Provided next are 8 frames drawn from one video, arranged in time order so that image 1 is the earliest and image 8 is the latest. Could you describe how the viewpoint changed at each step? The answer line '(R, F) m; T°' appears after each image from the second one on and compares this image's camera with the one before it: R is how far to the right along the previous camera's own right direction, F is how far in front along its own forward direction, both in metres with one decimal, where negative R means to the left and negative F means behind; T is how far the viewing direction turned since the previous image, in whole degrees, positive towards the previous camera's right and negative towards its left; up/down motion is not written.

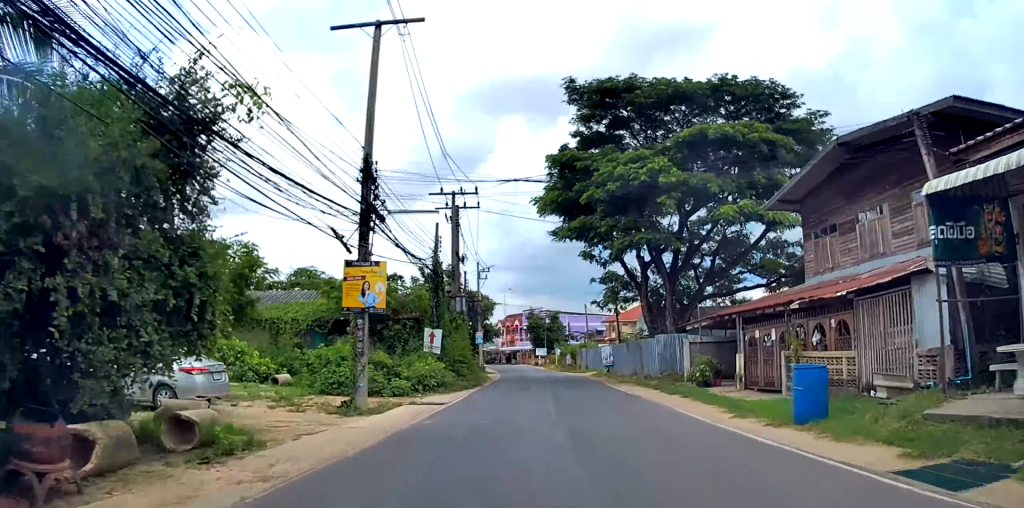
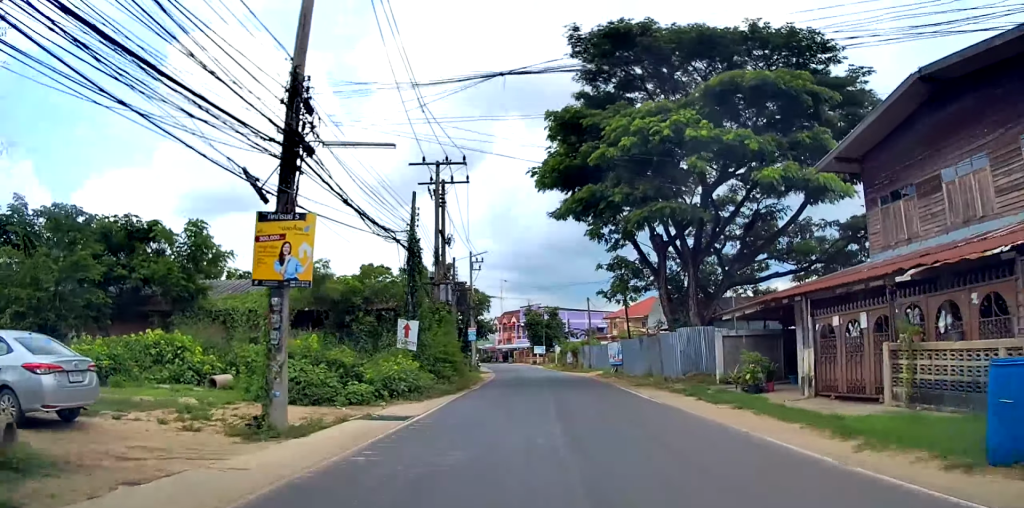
(0.0, +5.1) m; 0°
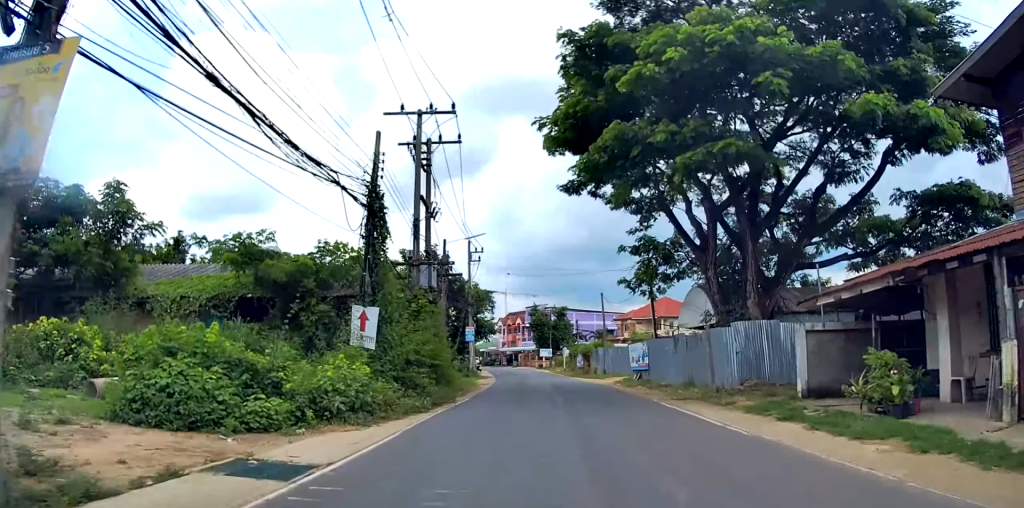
(0.0, +5.8) m; +1°
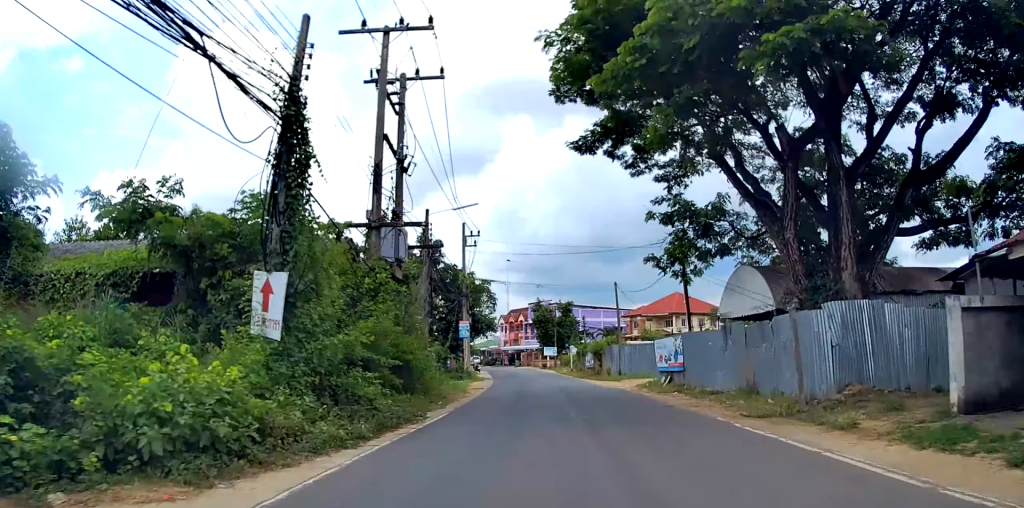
(0.0, +5.6) m; +1°
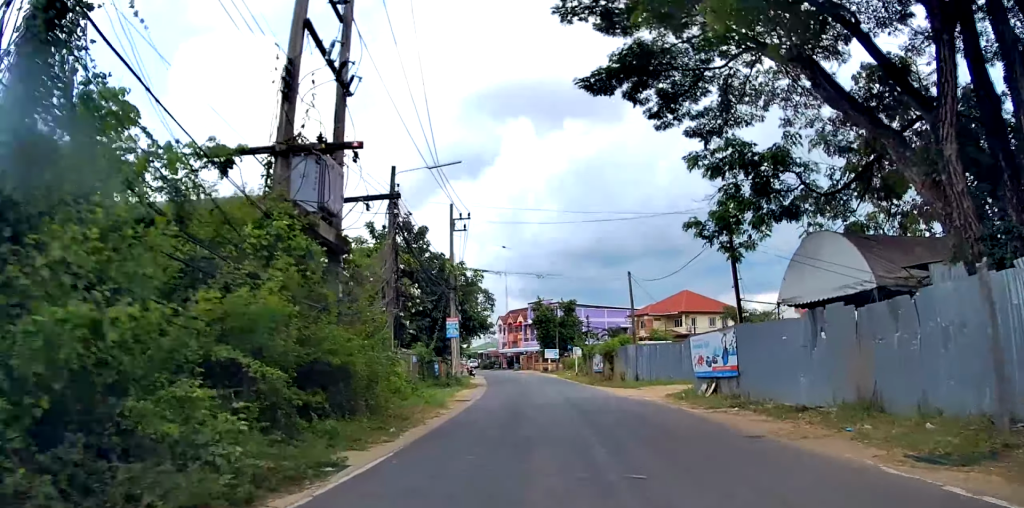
(+0.2, +6.1) m; +1°
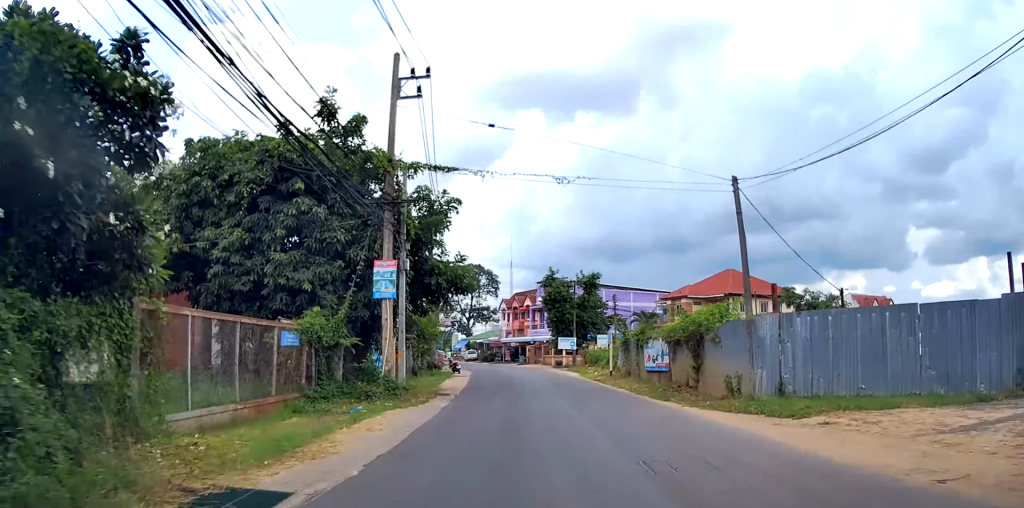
(+0.1, +16.8) m; 0°
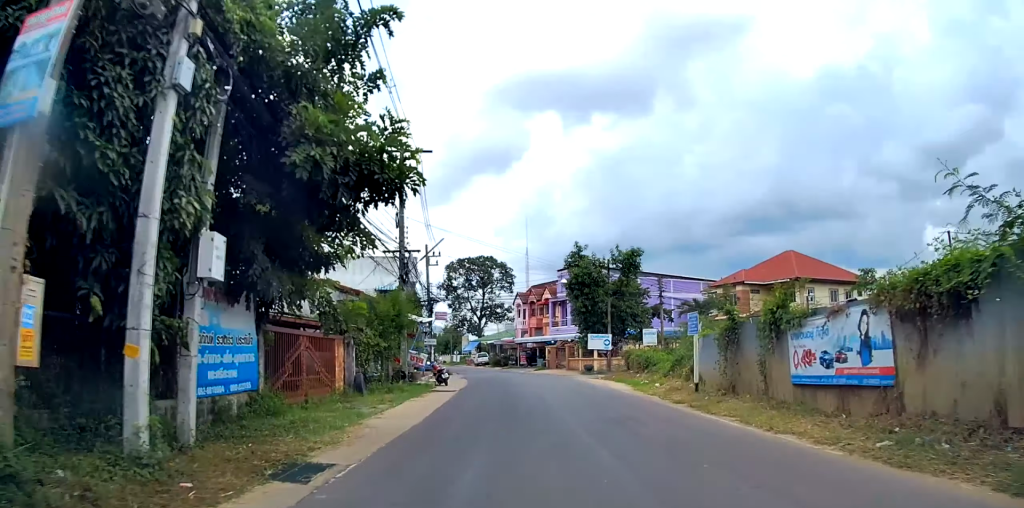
(+0.1, +13.2) m; -1°
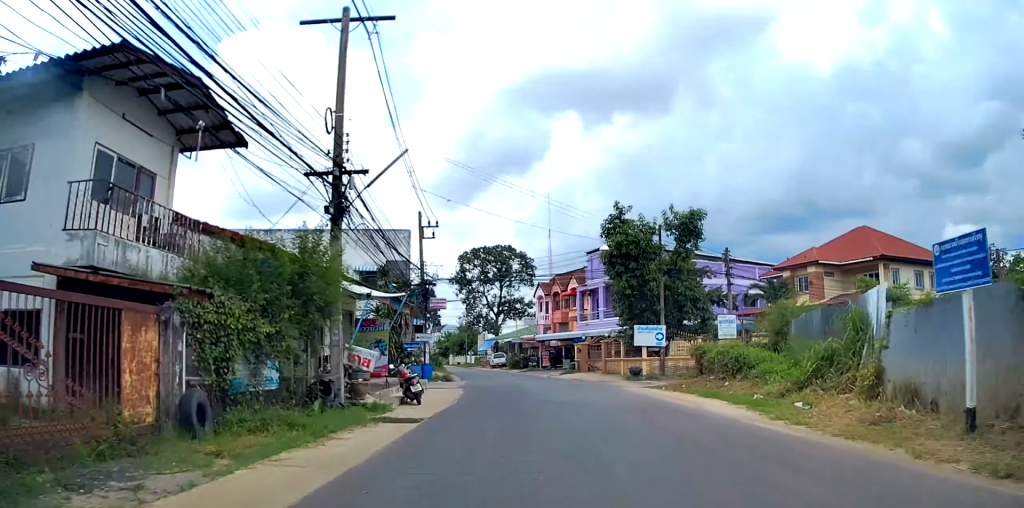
(-0.2, +11.2) m; -2°
